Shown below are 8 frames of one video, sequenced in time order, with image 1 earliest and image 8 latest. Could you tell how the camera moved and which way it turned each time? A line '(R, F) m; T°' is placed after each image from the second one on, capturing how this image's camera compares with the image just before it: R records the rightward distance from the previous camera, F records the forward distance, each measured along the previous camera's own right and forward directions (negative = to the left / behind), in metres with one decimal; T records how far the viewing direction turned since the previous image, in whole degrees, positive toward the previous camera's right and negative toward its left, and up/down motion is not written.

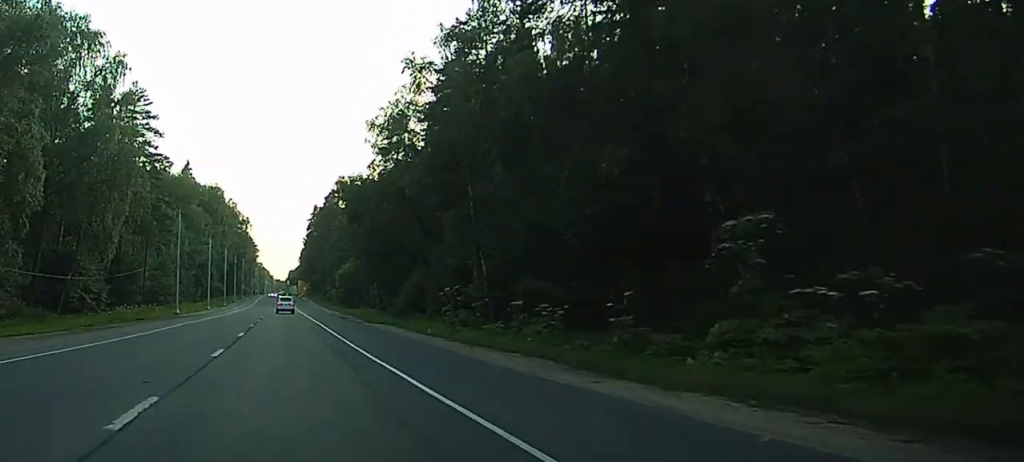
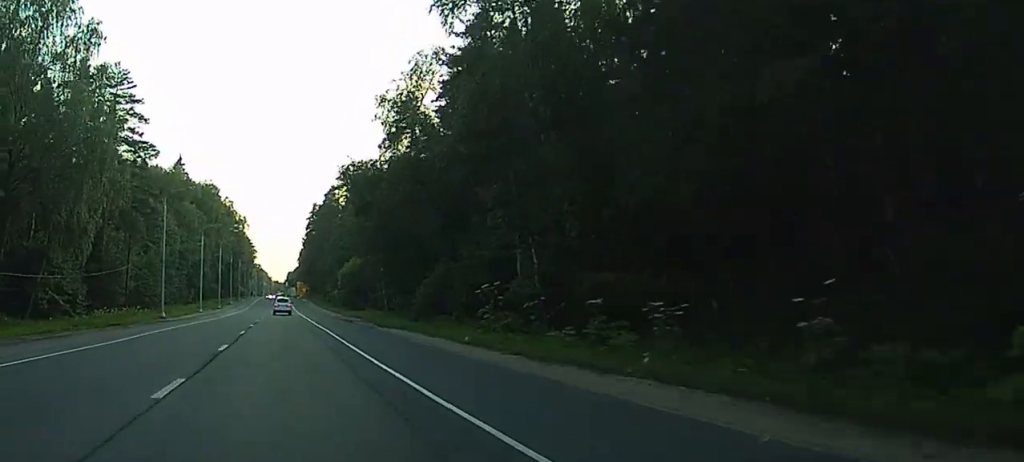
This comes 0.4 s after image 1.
(0.0, +8.9) m; -1°
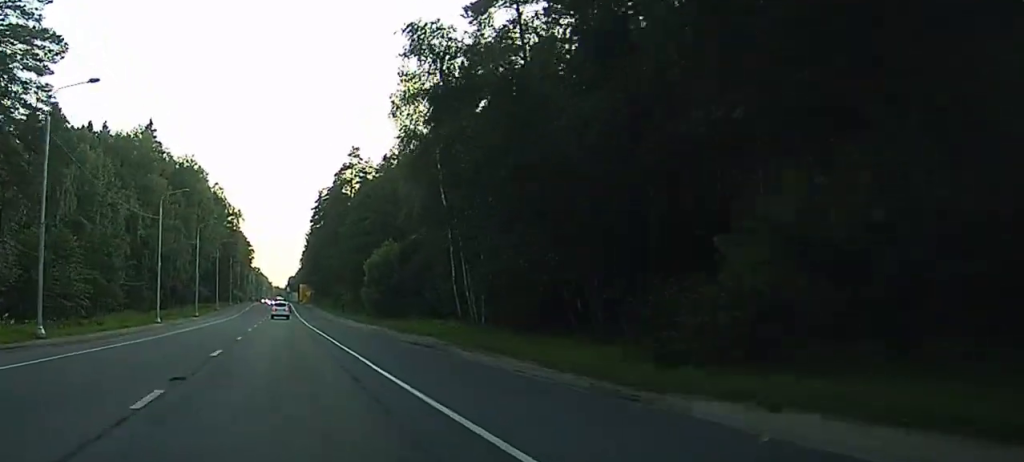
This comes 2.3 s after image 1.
(+1.8, +37.3) m; +3°
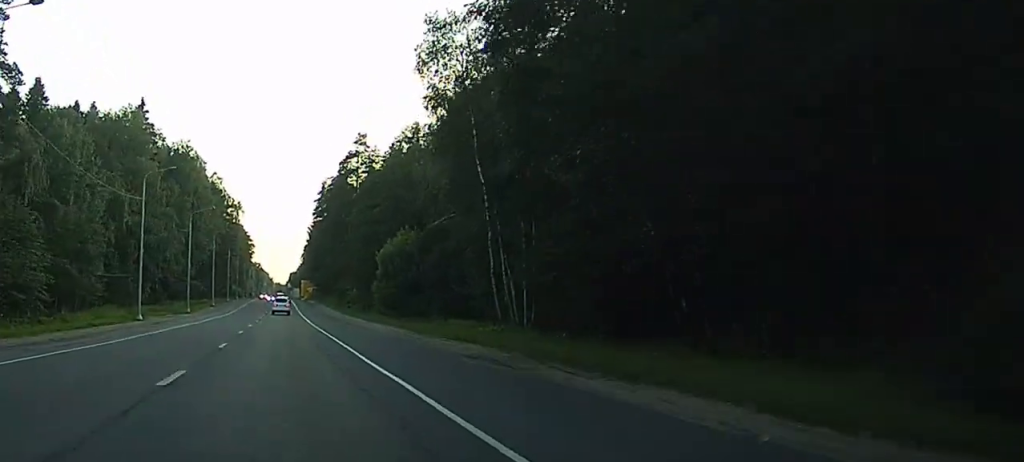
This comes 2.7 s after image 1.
(-0.2, +9.5) m; -1°
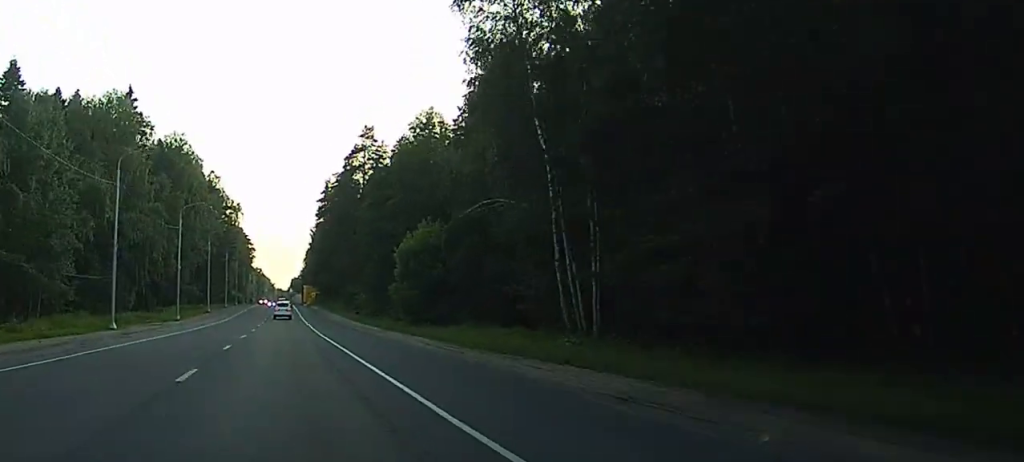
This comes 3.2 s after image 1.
(-0.4, +10.2) m; -1°
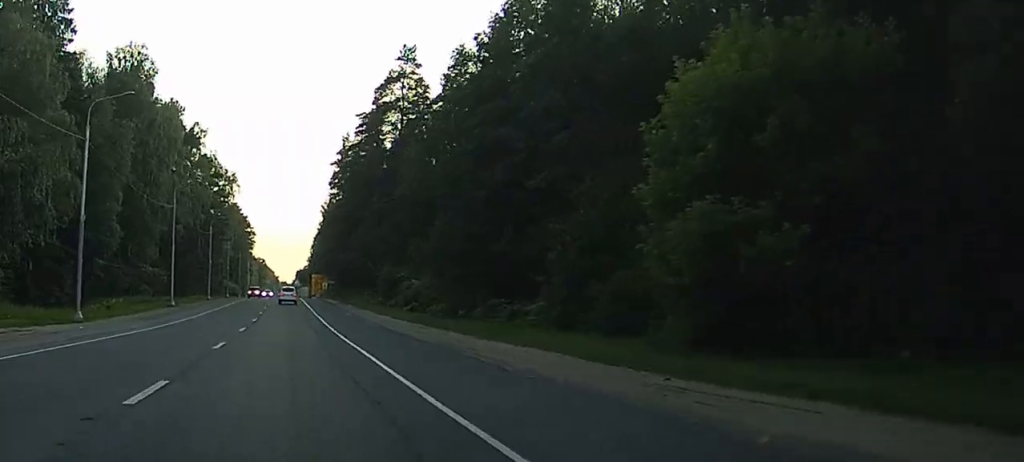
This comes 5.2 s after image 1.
(+0.1, +40.8) m; 0°
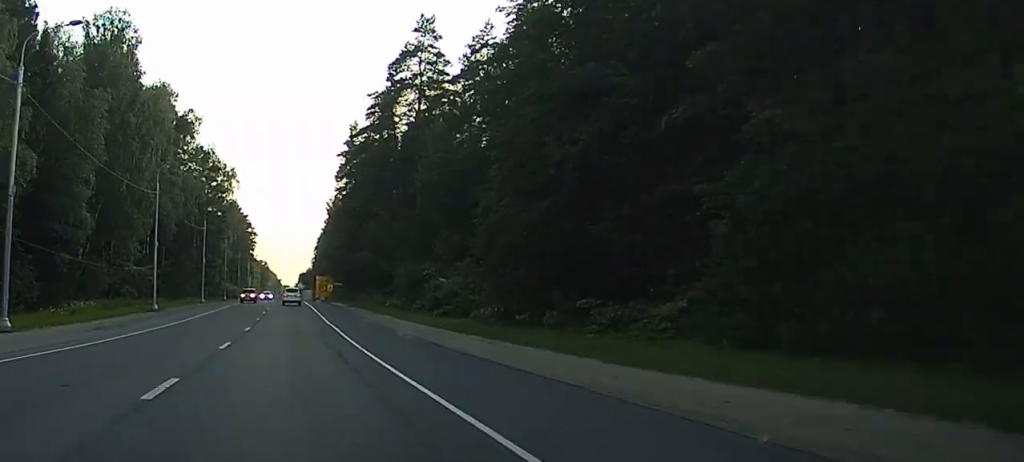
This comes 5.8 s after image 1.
(0.0, +11.5) m; 0°
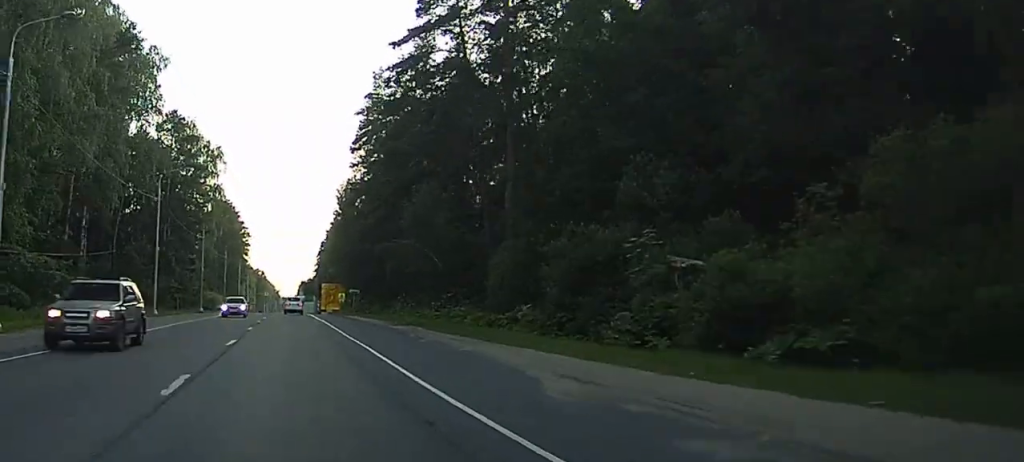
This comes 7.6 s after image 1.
(-0.5, +35.8) m; -1°
